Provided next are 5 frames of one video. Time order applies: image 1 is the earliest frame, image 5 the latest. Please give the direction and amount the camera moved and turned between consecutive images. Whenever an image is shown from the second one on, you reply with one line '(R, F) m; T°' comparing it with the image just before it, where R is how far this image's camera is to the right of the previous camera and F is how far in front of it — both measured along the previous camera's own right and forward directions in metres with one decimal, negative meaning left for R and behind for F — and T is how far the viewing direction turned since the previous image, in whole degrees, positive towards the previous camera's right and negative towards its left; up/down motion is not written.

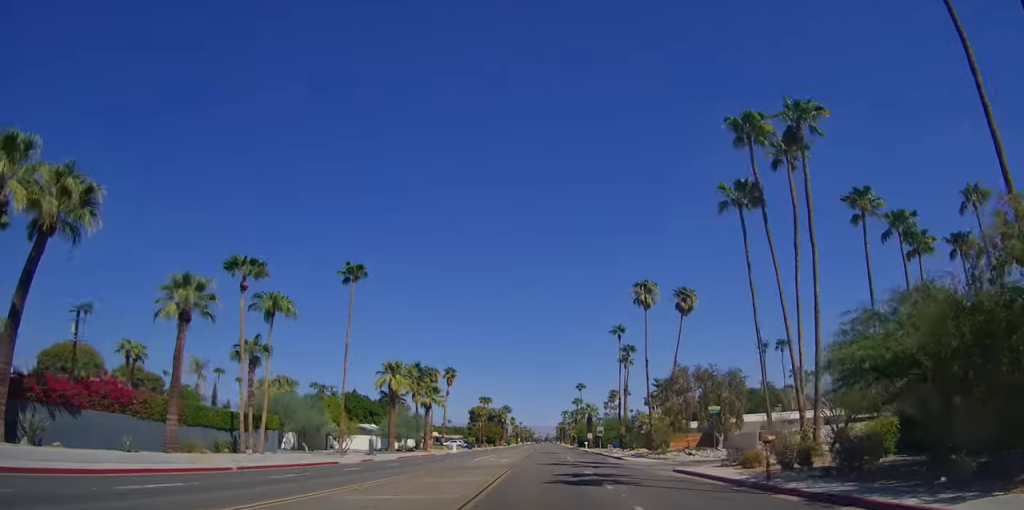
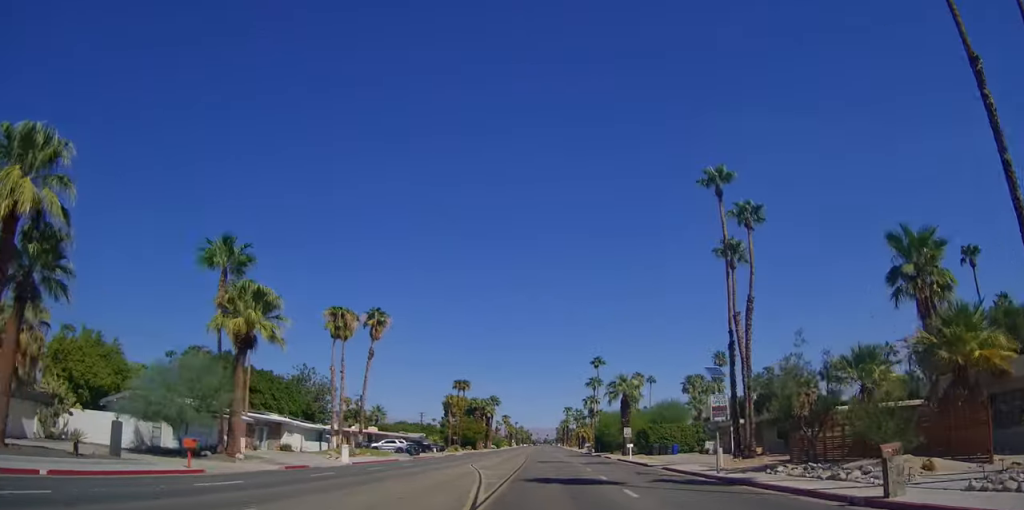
(-0.8, +49.5) m; -3°
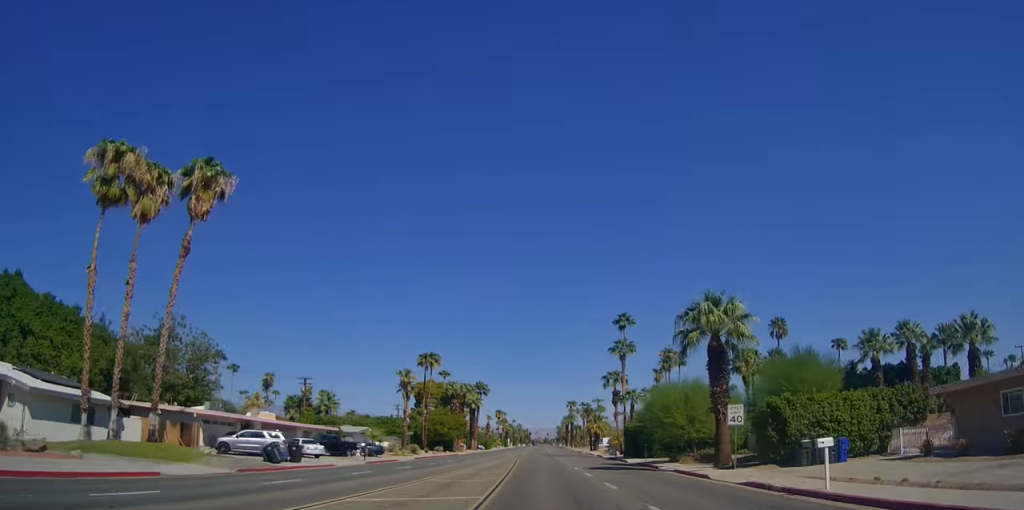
(+0.6, +34.2) m; +3°
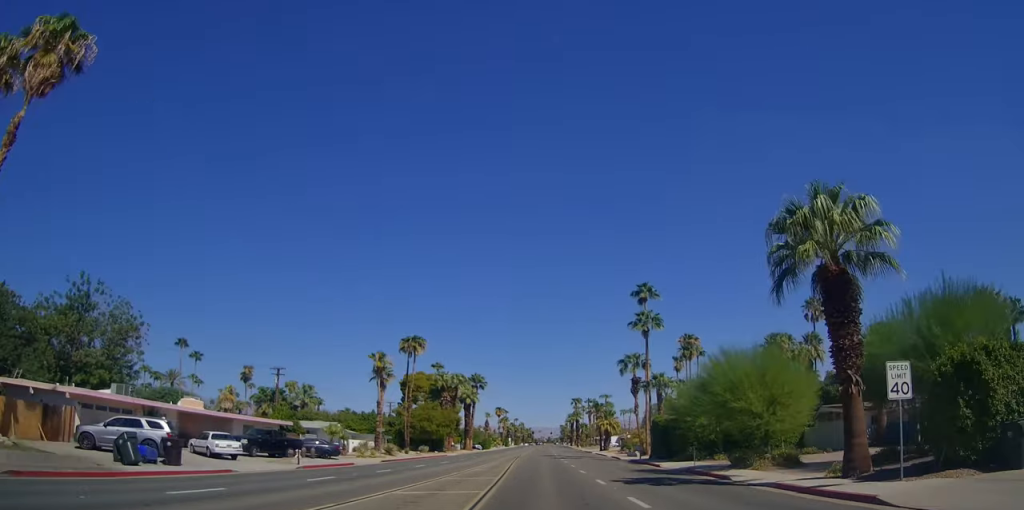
(0.0, +12.5) m; 0°
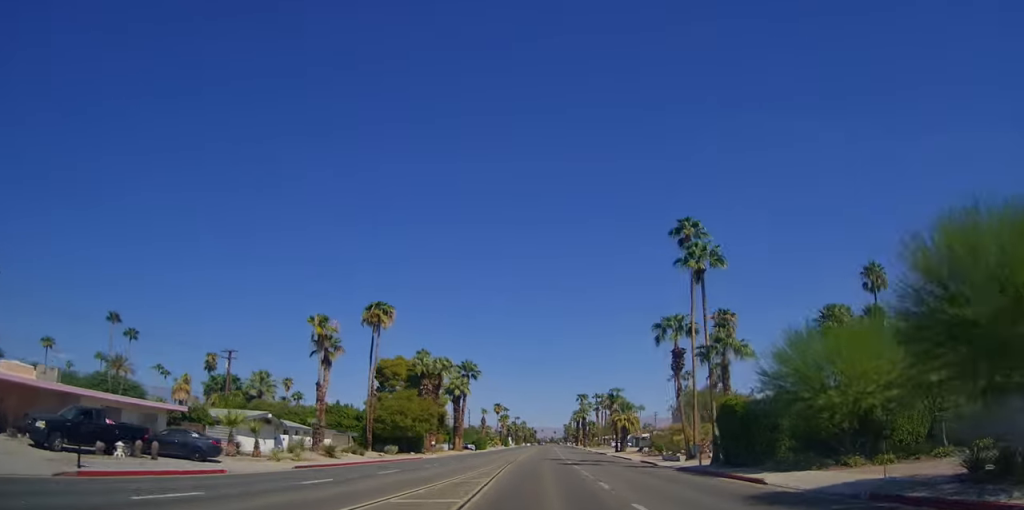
(0.0, +16.5) m; 0°
